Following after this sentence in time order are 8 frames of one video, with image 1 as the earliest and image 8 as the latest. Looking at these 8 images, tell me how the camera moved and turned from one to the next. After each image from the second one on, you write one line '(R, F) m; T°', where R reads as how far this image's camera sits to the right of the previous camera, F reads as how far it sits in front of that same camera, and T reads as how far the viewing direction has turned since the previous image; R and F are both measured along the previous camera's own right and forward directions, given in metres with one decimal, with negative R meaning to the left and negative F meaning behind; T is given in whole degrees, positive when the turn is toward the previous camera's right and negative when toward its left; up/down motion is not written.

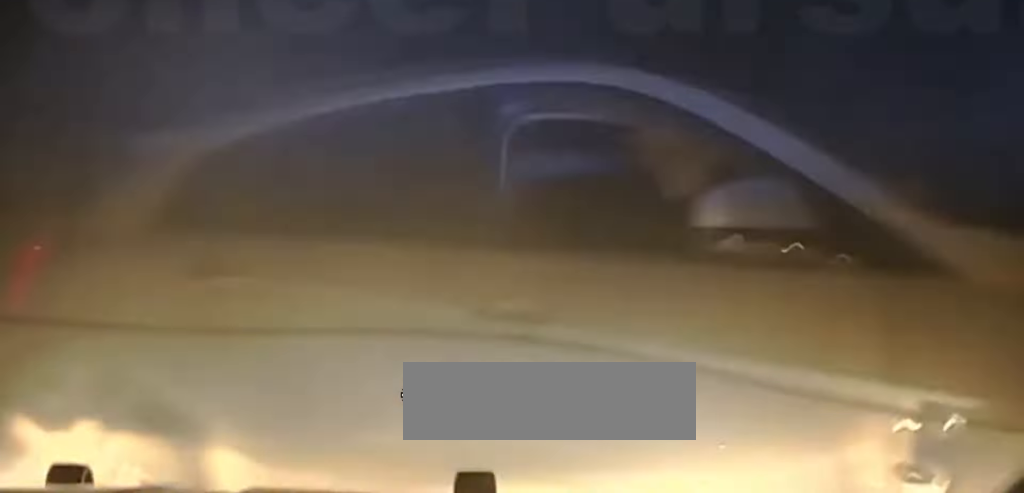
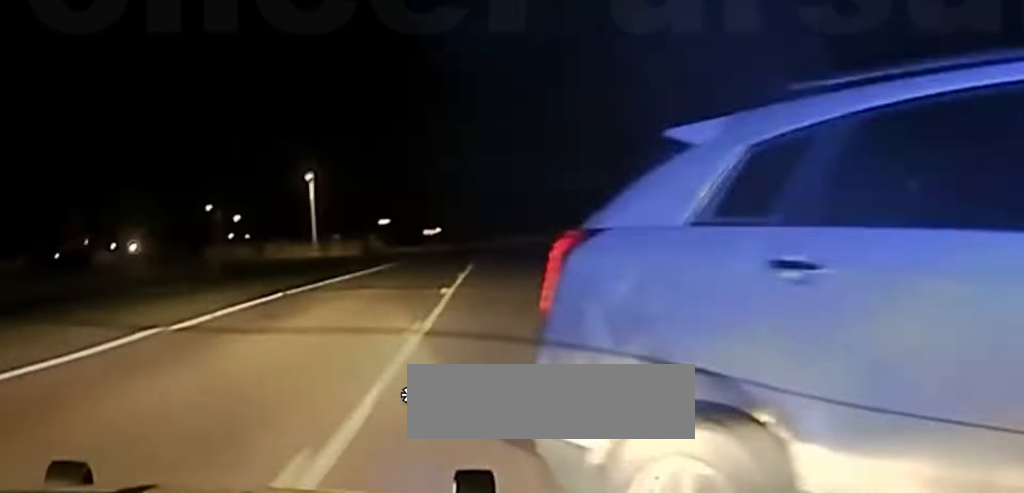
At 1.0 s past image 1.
(0.0, +17.6) m; 0°
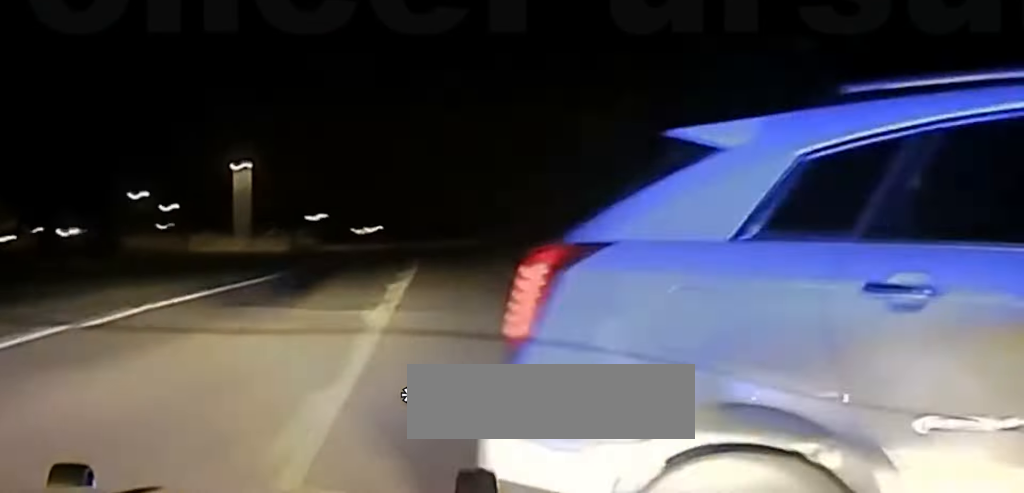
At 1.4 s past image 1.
(0.0, +6.2) m; 0°
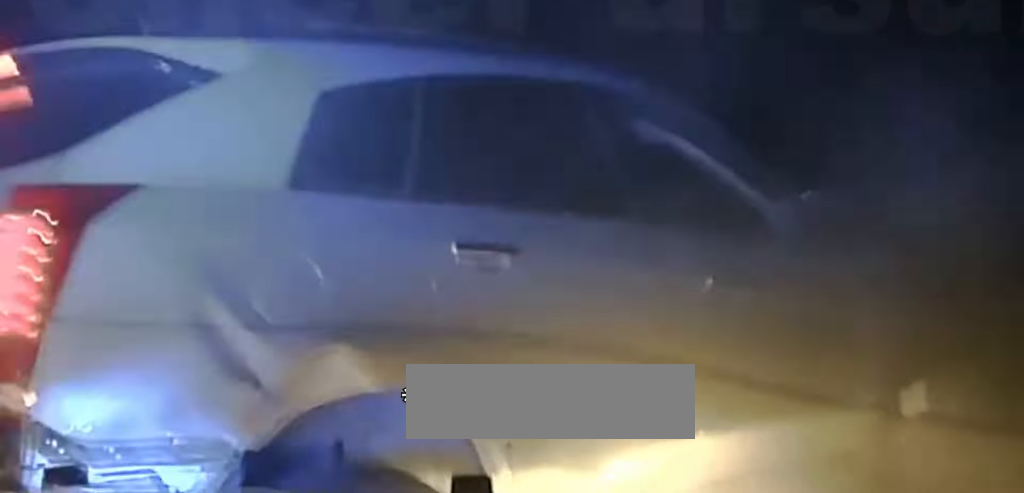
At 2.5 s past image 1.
(0.0, +13.8) m; 0°
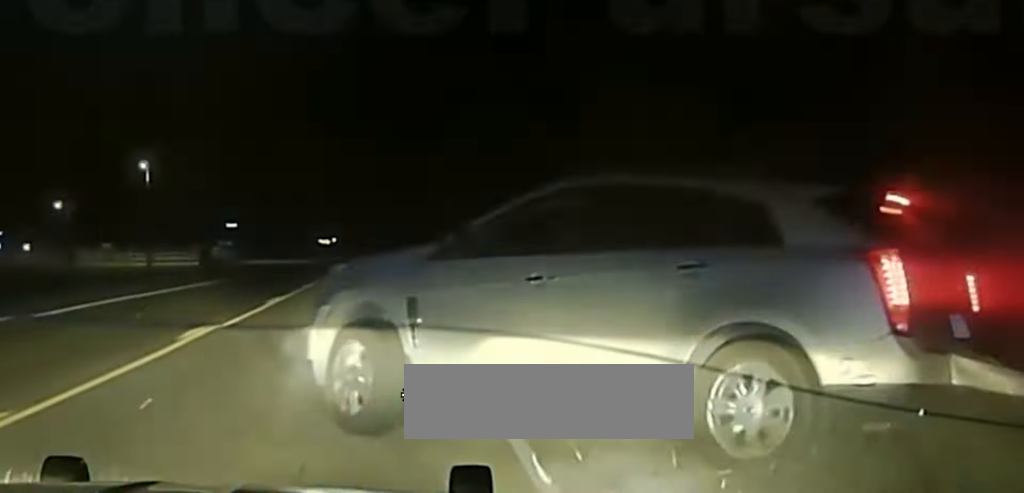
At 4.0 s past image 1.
(0.0, +12.5) m; 0°
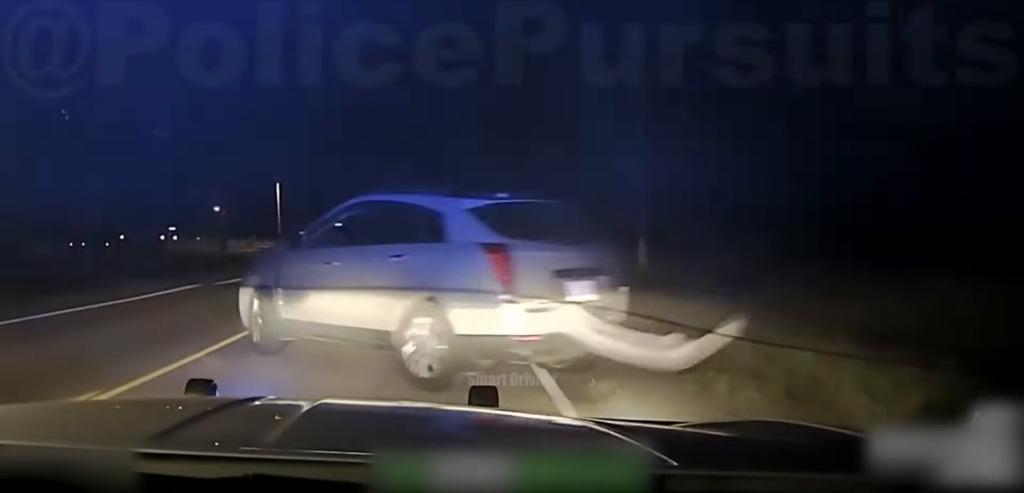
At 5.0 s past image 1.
(0.0, +4.8) m; -1°
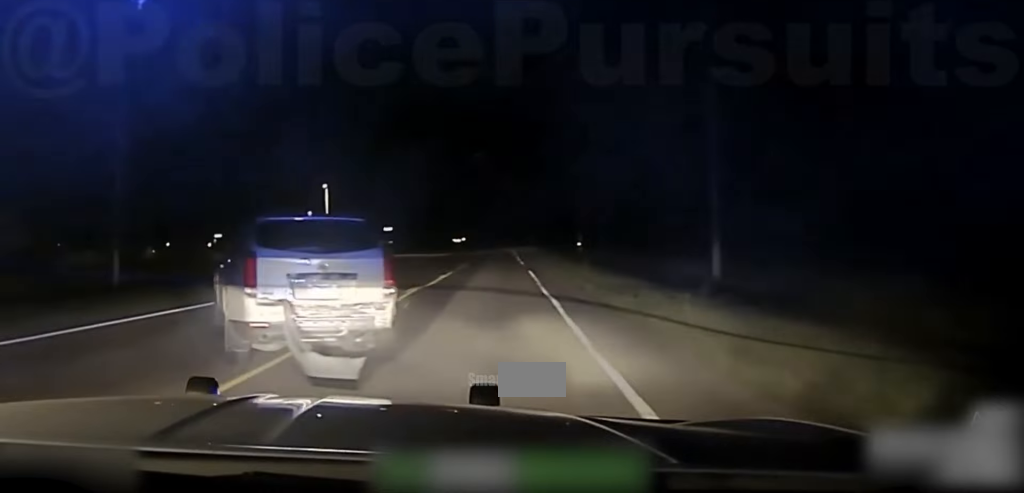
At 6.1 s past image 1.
(0.0, +4.3) m; -2°
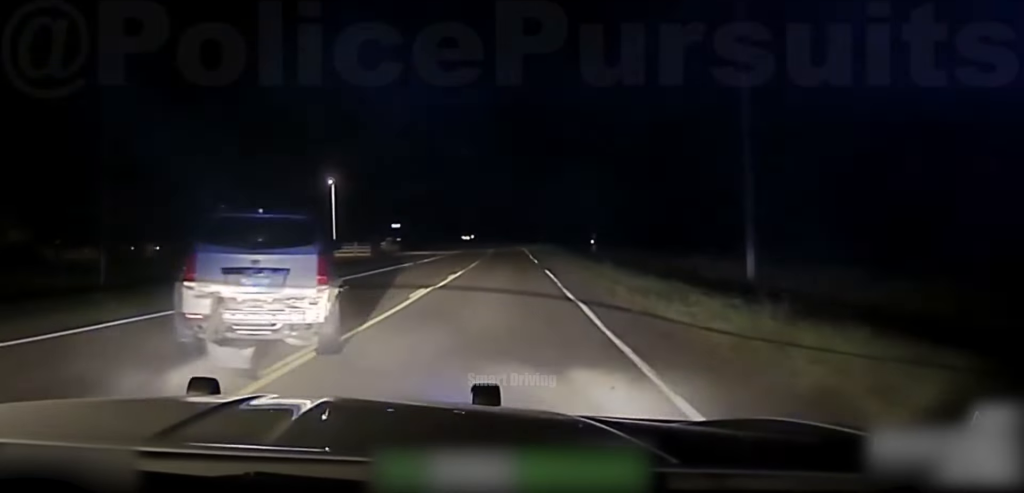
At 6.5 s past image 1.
(0.0, +2.2) m; -1°
